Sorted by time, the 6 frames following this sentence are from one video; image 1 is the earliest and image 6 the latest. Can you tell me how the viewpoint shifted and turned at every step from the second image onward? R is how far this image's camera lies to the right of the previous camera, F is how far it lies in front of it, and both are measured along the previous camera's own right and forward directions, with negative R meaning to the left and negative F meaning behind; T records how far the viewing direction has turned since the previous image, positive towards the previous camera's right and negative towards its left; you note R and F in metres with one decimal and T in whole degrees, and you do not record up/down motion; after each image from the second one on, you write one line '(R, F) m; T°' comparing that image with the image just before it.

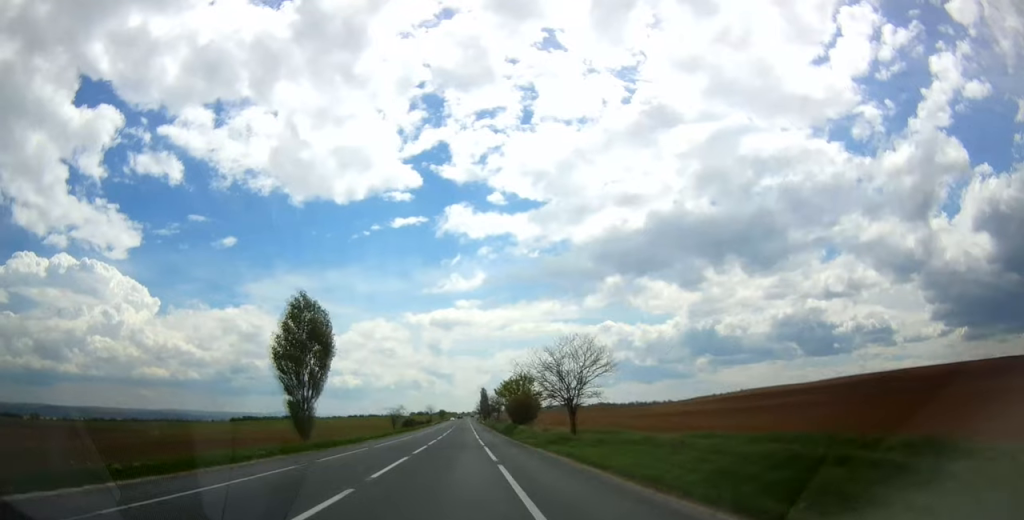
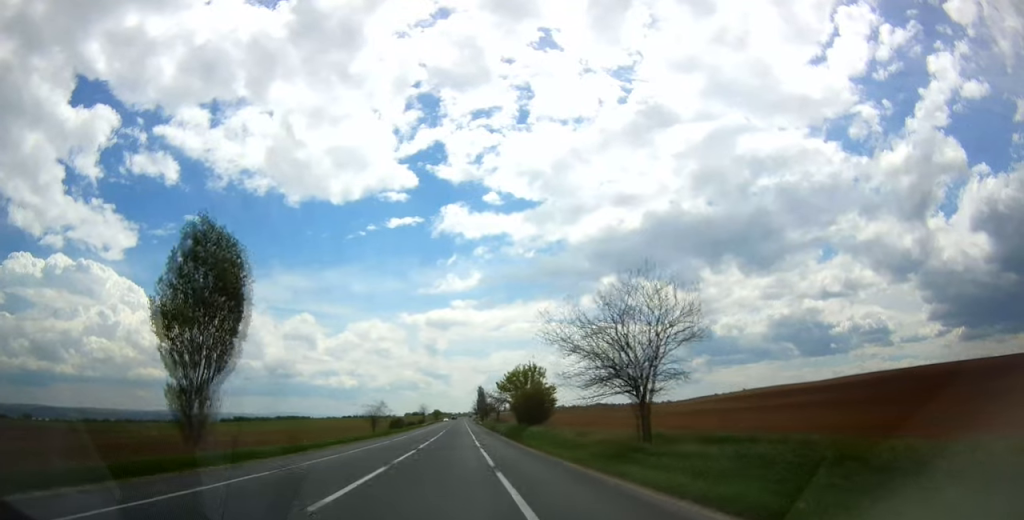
(-0.1, +17.0) m; 0°
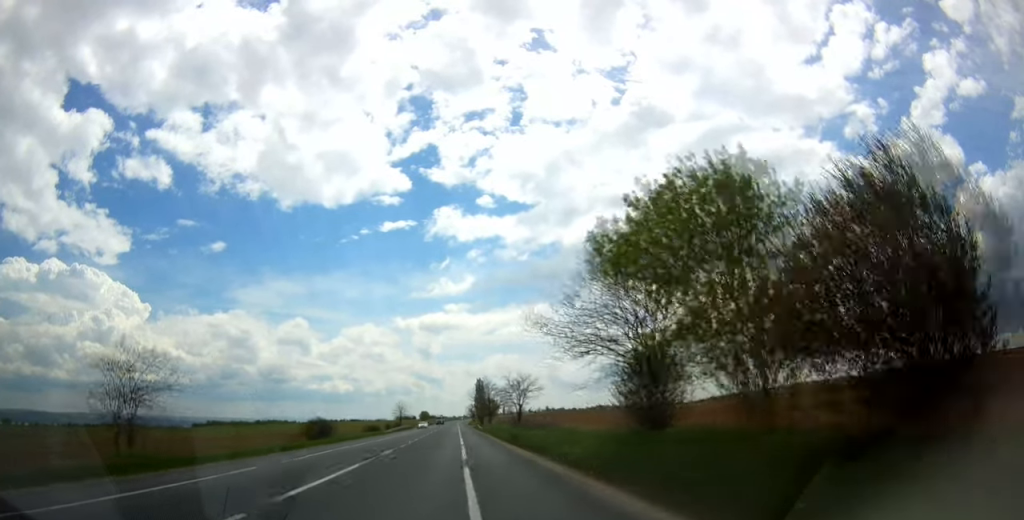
(+0.4, +57.7) m; +1°
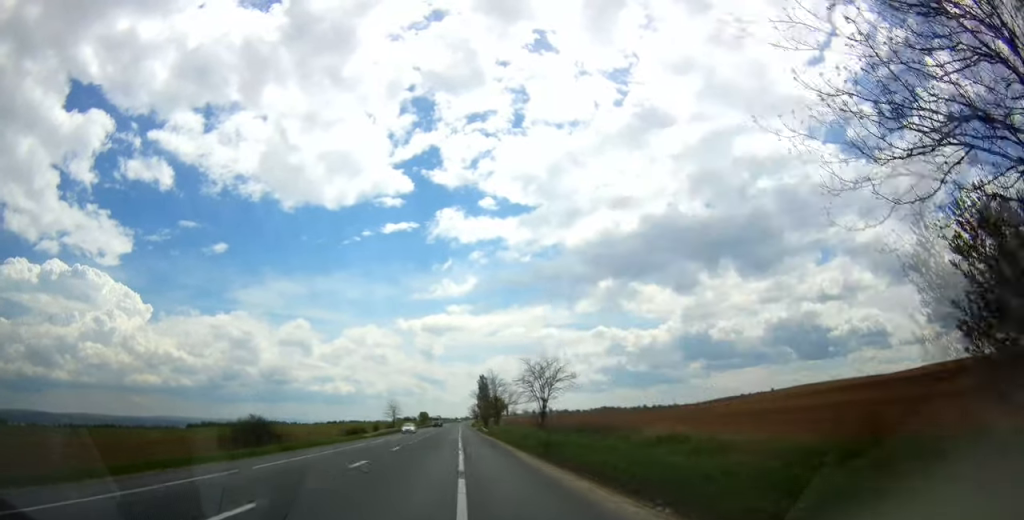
(0.0, +18.4) m; +1°
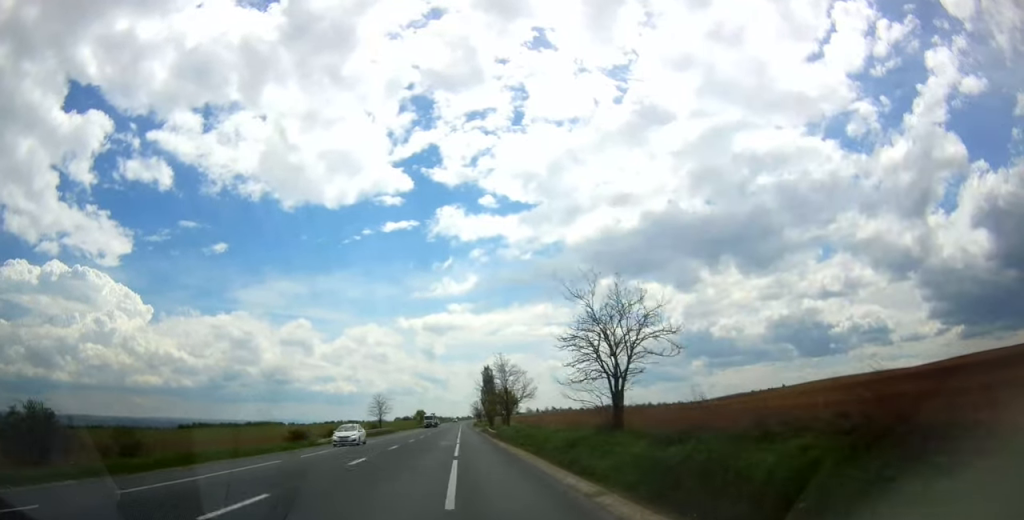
(+0.3, +22.8) m; 0°
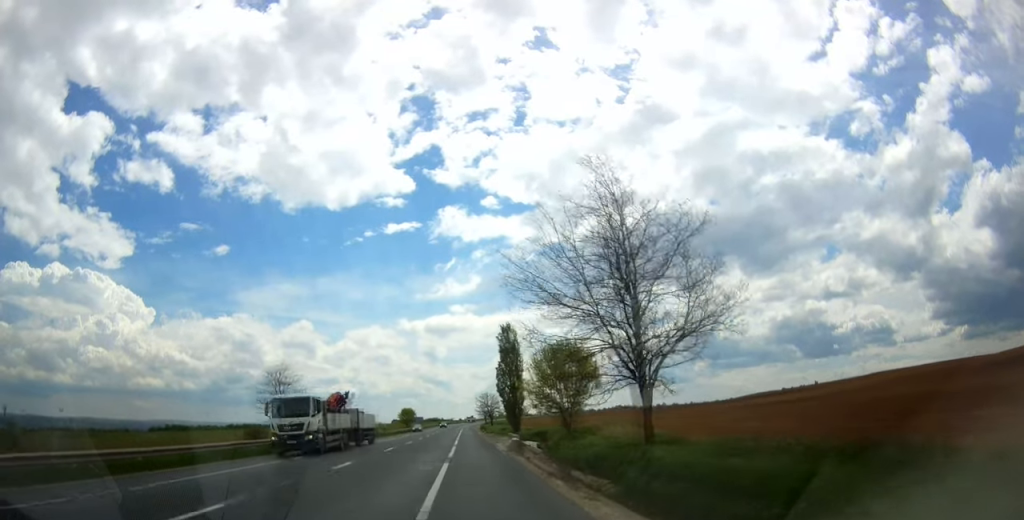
(-1.2, +59.7) m; -1°
